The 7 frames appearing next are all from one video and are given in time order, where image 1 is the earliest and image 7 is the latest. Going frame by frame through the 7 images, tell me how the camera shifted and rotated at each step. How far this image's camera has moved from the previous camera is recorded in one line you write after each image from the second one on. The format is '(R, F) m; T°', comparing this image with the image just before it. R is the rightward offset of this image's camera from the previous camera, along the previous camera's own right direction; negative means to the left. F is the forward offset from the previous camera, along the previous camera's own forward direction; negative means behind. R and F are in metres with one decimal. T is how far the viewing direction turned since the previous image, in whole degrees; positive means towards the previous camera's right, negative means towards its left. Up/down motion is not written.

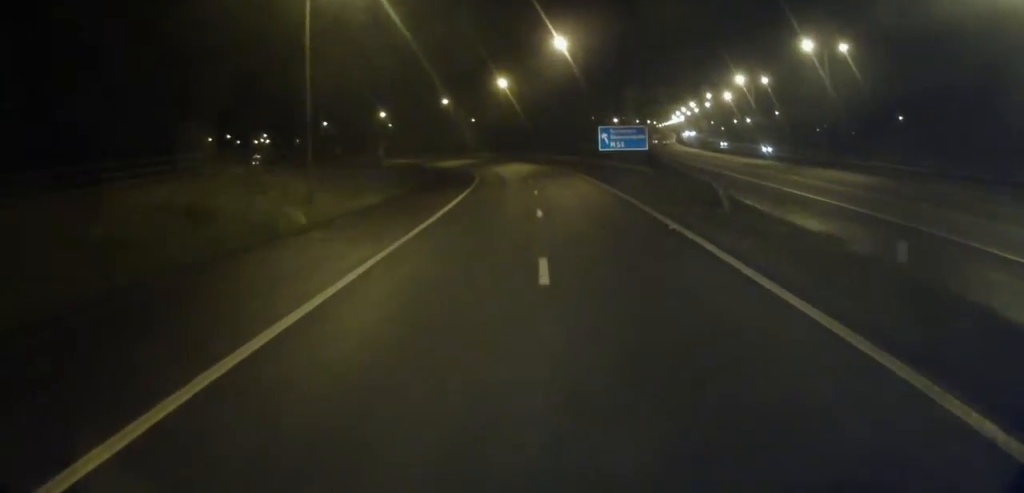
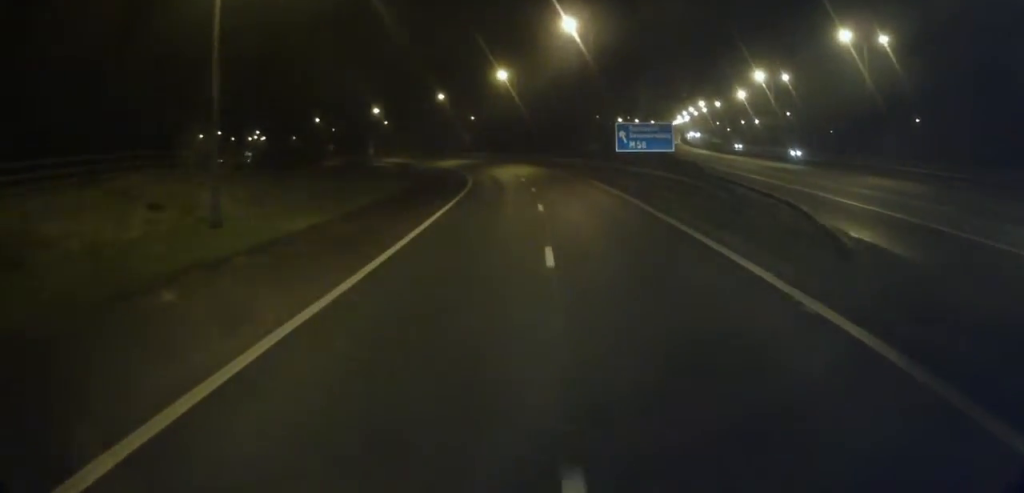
(0.0, +8.1) m; 0°
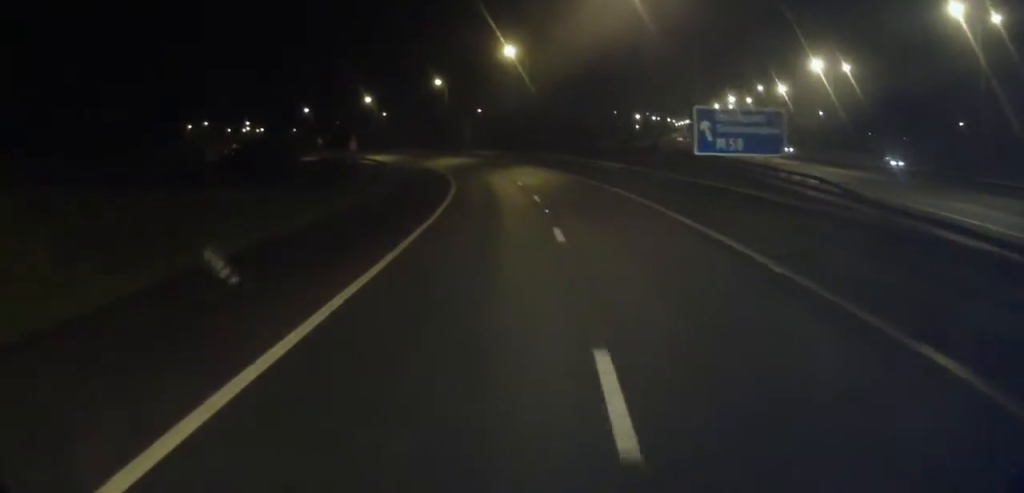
(-0.1, +16.5) m; -1°
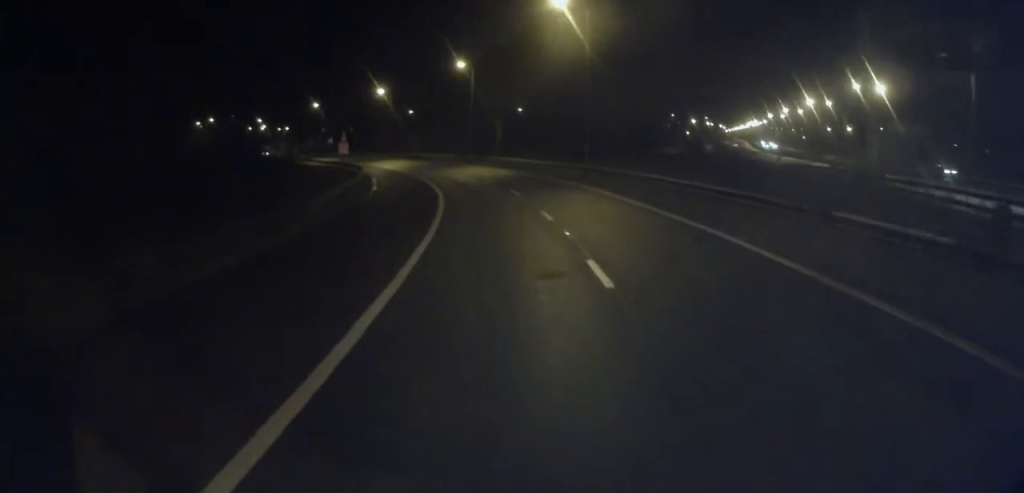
(-0.4, +24.3) m; -2°
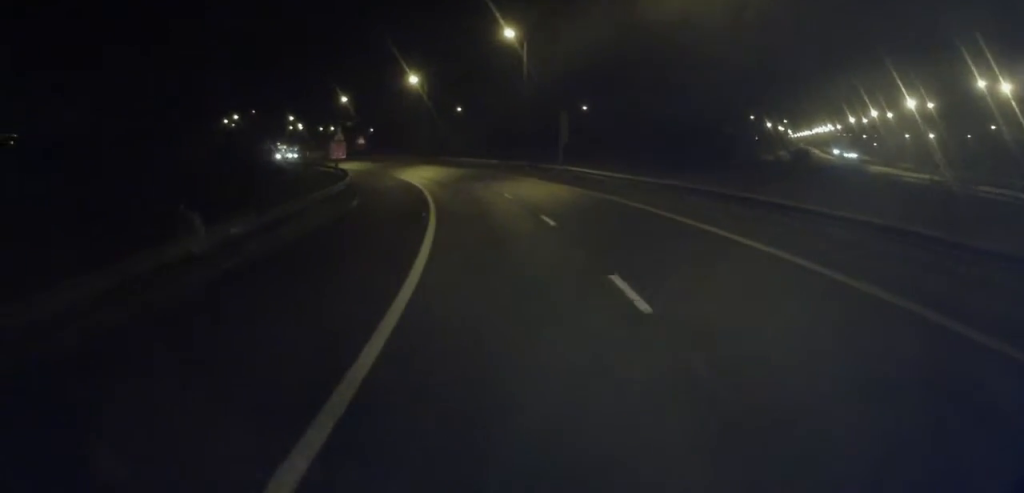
(-0.4, +20.3) m; -3°
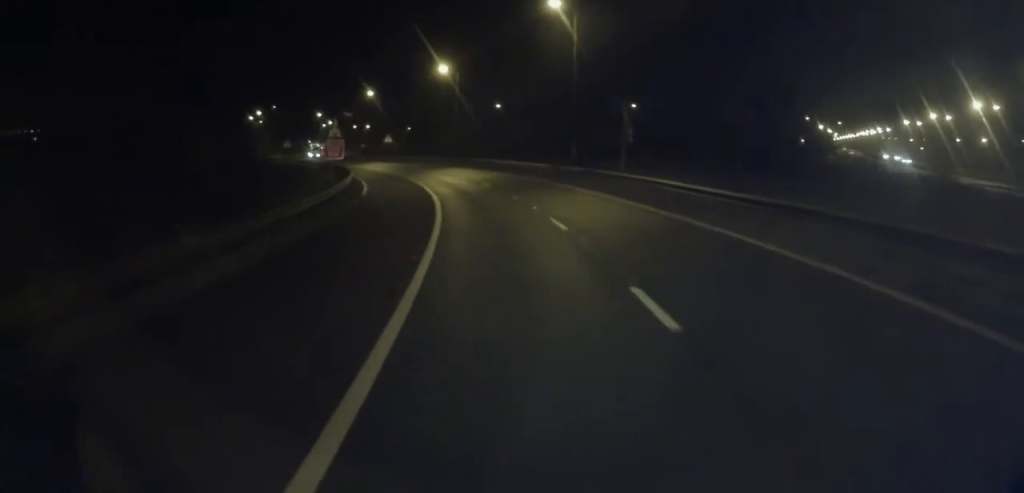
(-0.1, +9.4) m; -2°
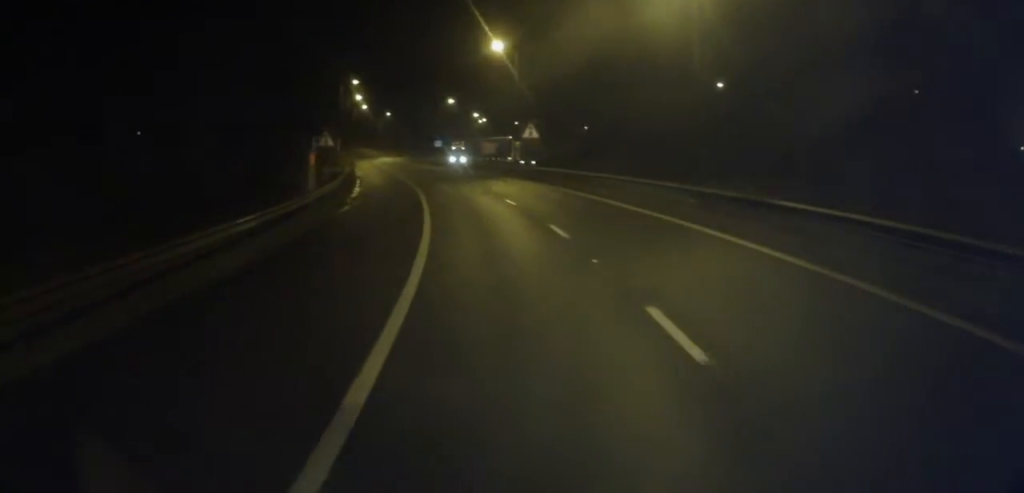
(-6.7, +46.0) m; -17°
